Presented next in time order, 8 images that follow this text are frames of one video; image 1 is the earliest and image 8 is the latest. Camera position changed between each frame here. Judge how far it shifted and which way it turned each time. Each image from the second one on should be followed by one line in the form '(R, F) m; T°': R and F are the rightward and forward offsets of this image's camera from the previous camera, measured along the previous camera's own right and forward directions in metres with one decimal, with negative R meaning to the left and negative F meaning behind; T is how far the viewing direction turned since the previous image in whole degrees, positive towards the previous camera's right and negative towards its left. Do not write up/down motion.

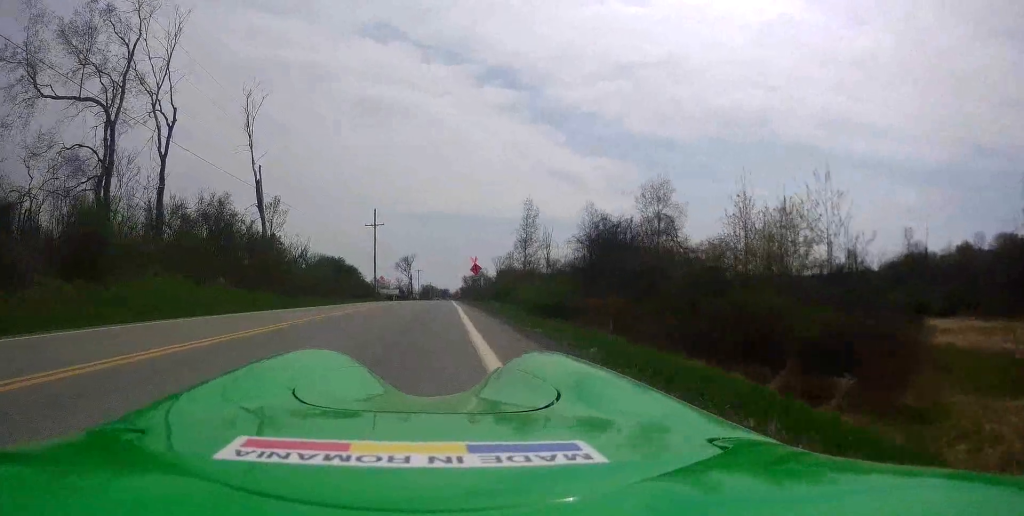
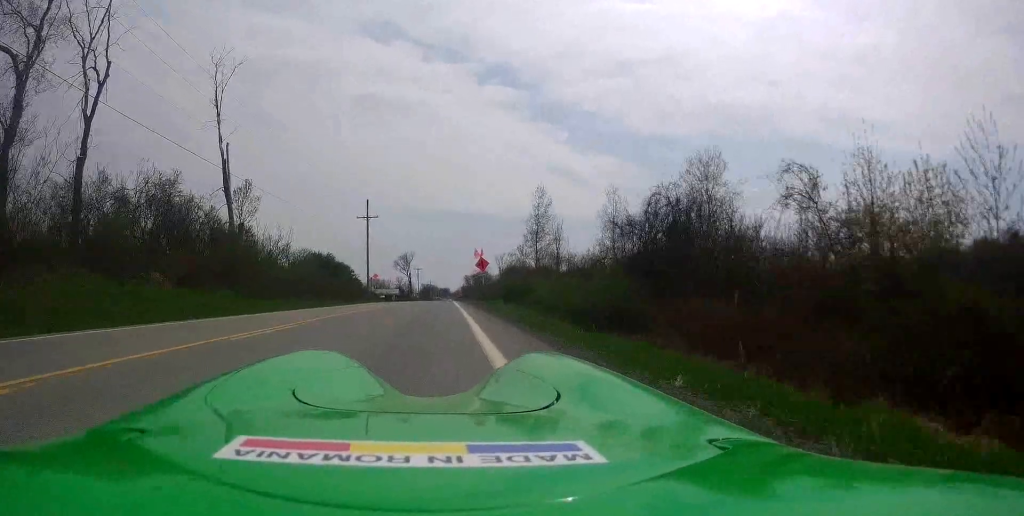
(-0.1, +7.5) m; -1°
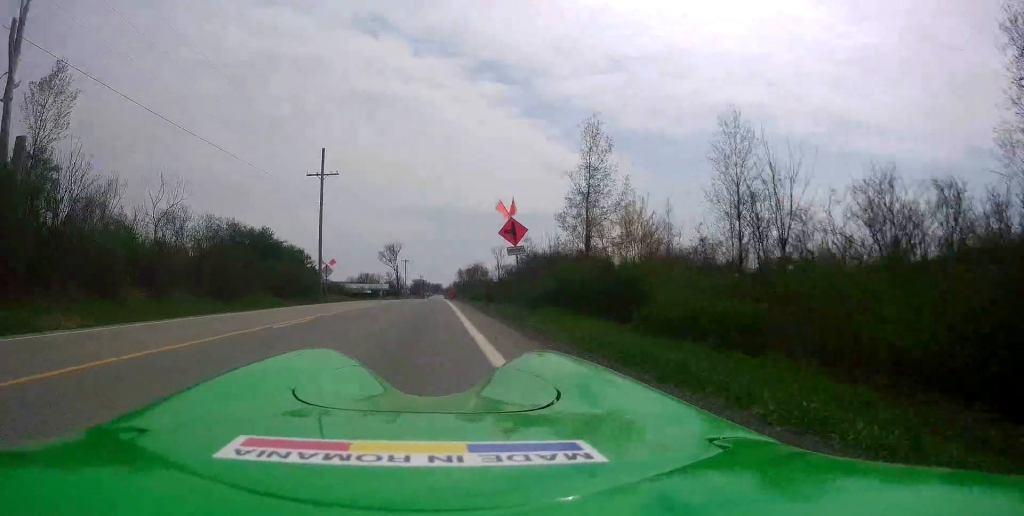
(0.0, +21.6) m; +1°
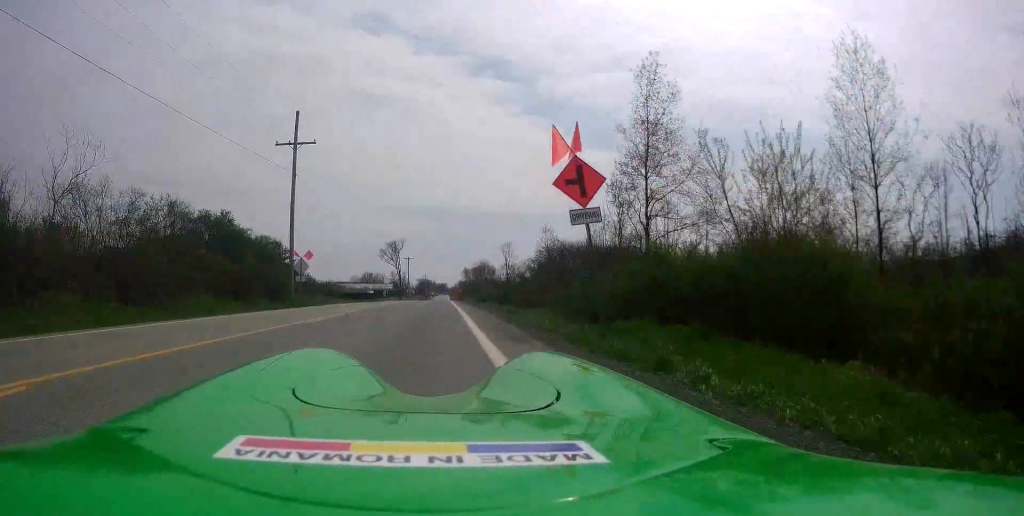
(+0.1, +9.5) m; +1°
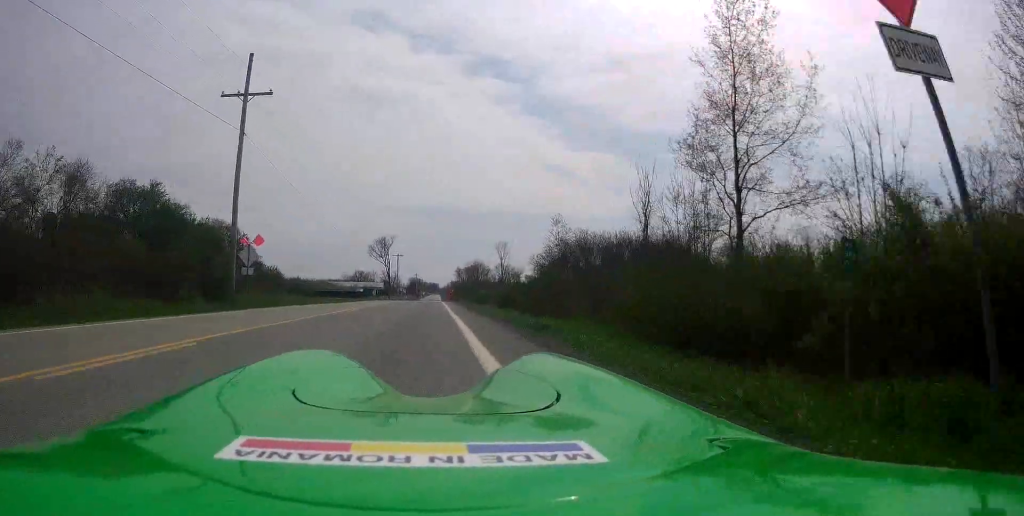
(+0.2, +8.3) m; +1°
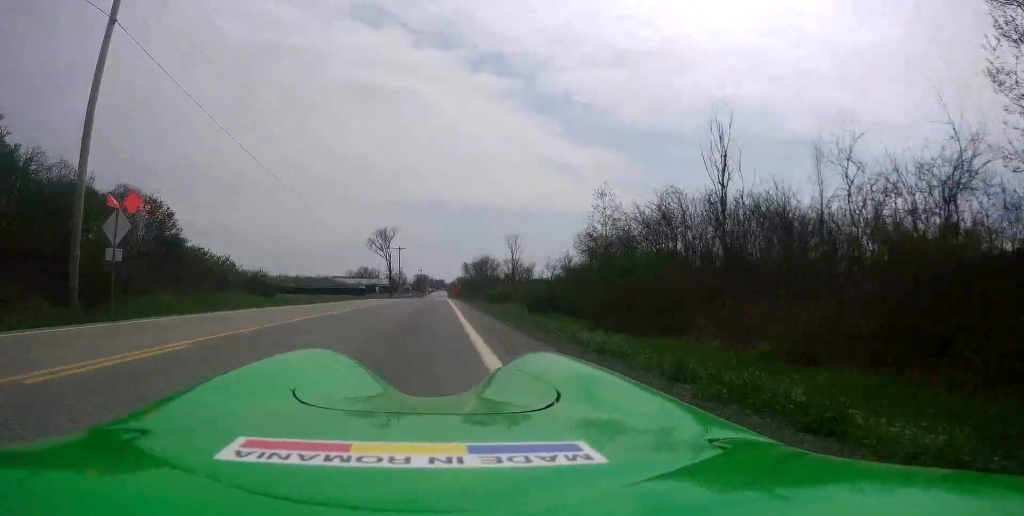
(-0.1, +12.3) m; 0°
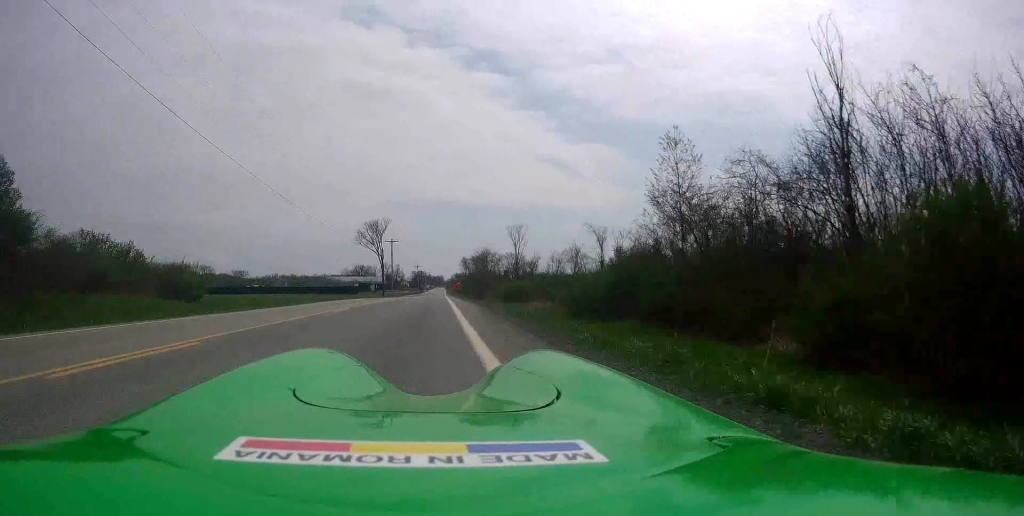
(0.0, +11.8) m; 0°
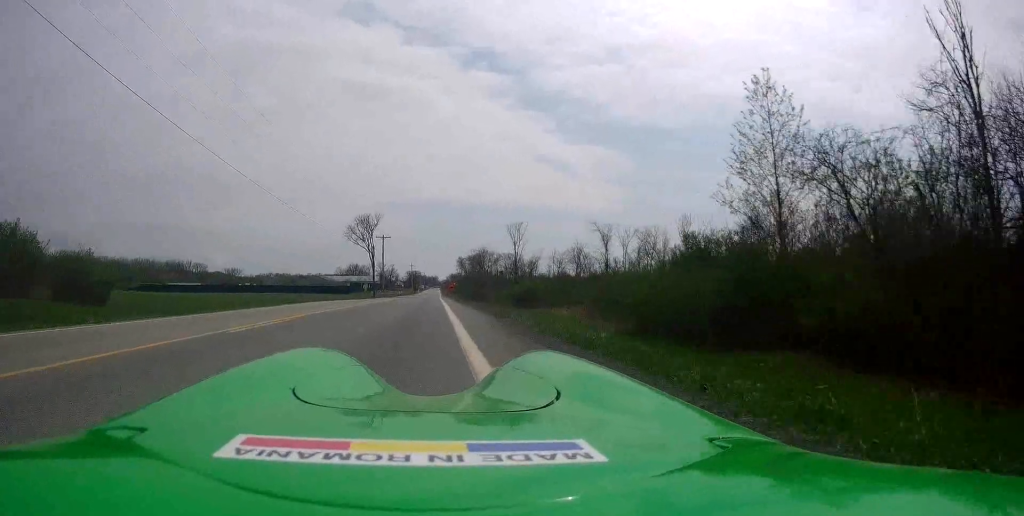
(0.0, +7.3) m; 0°
